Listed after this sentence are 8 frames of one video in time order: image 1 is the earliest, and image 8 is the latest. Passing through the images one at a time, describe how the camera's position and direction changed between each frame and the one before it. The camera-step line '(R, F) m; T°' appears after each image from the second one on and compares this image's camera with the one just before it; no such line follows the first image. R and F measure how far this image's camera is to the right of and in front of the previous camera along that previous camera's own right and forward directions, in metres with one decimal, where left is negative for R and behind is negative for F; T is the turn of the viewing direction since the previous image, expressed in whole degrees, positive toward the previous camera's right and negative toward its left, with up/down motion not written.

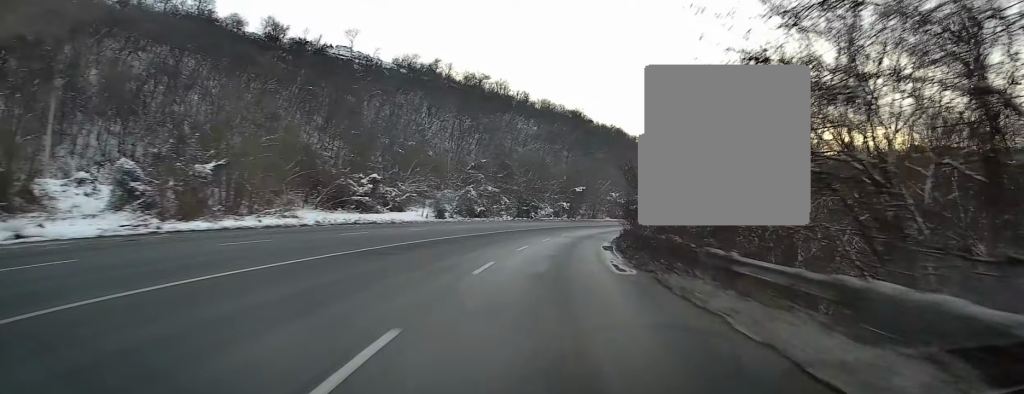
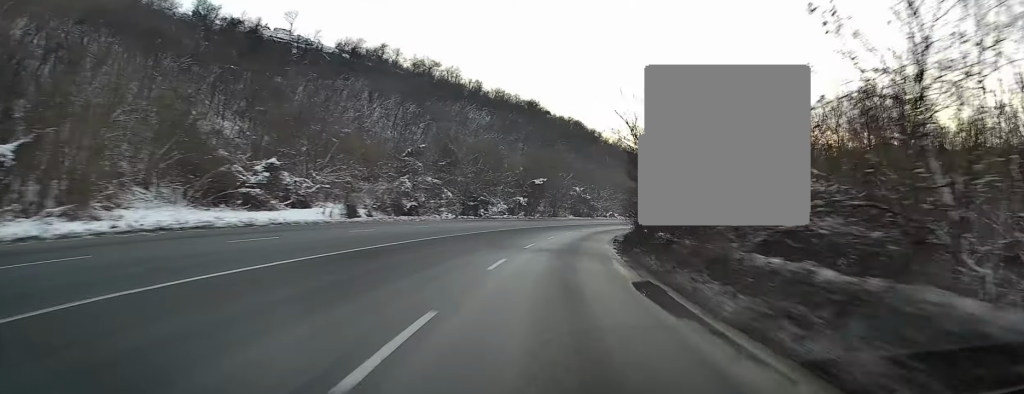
(+0.7, +17.0) m; +4°
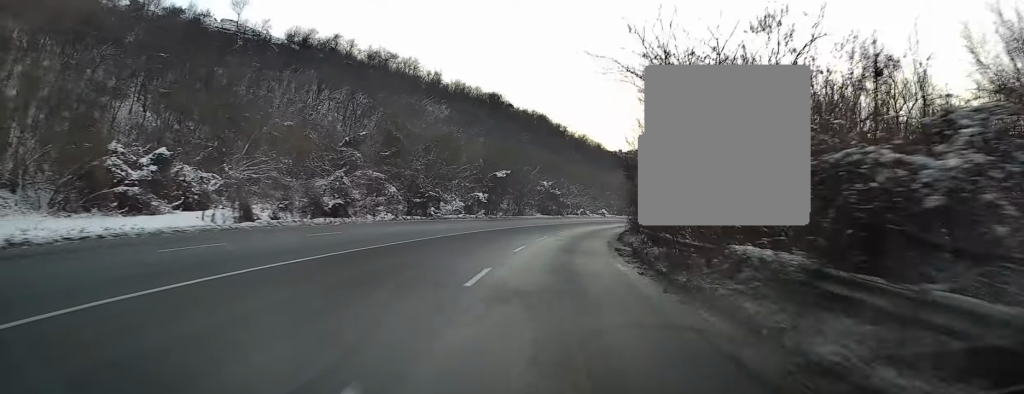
(+0.1, +11.9) m; +3°
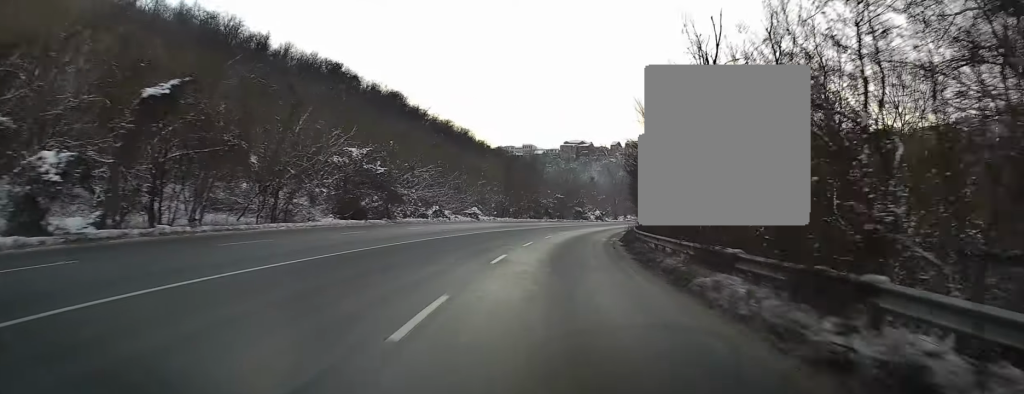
(+5.1, +49.6) m; +12°
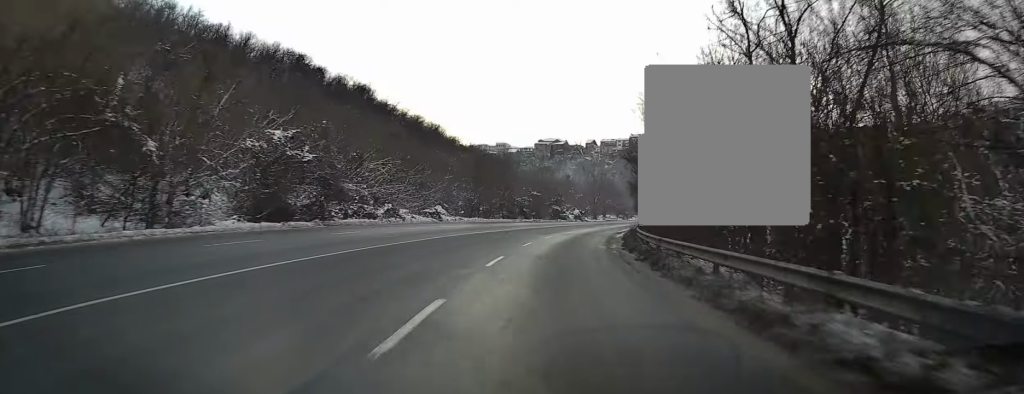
(+0.3, +9.8) m; +2°
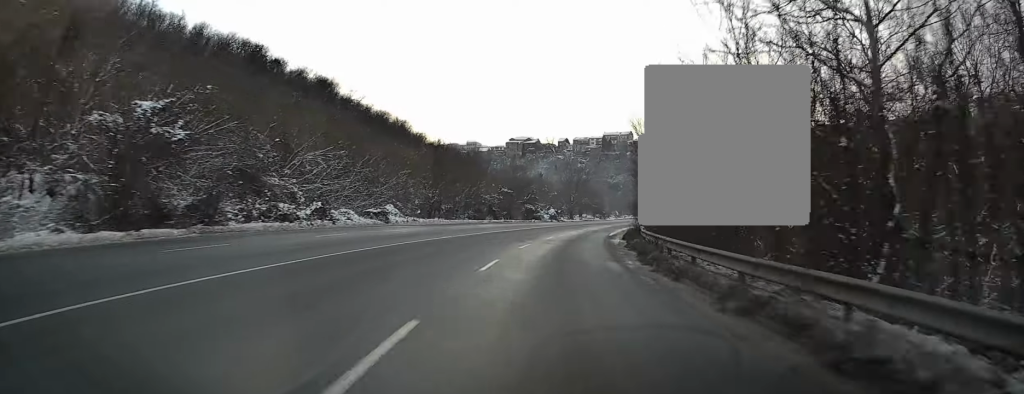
(+0.1, +10.6) m; +2°
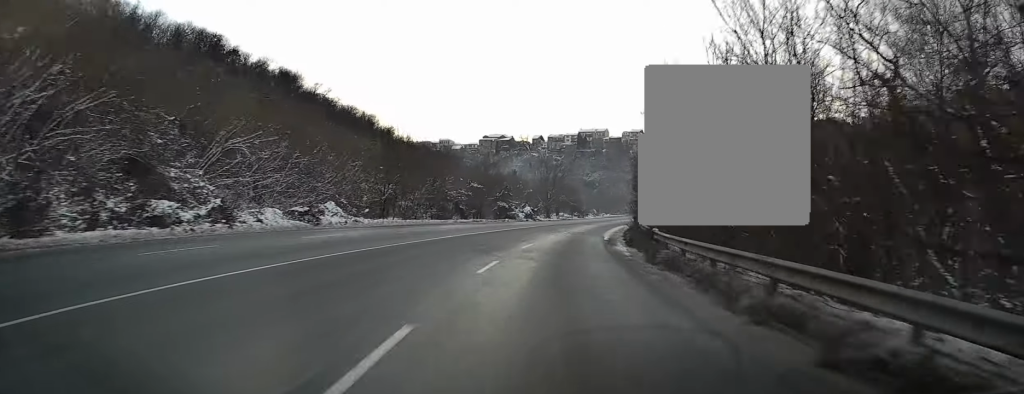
(+0.4, +9.9) m; +2°
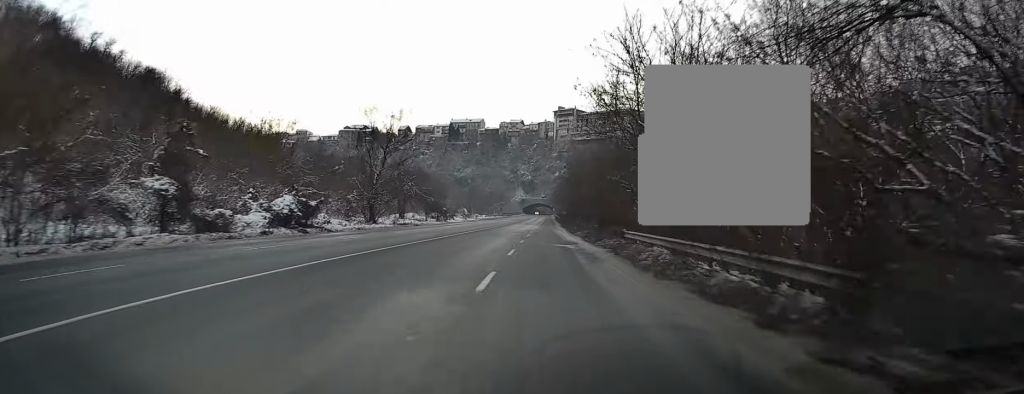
(+5.7, +57.3) m; +10°
